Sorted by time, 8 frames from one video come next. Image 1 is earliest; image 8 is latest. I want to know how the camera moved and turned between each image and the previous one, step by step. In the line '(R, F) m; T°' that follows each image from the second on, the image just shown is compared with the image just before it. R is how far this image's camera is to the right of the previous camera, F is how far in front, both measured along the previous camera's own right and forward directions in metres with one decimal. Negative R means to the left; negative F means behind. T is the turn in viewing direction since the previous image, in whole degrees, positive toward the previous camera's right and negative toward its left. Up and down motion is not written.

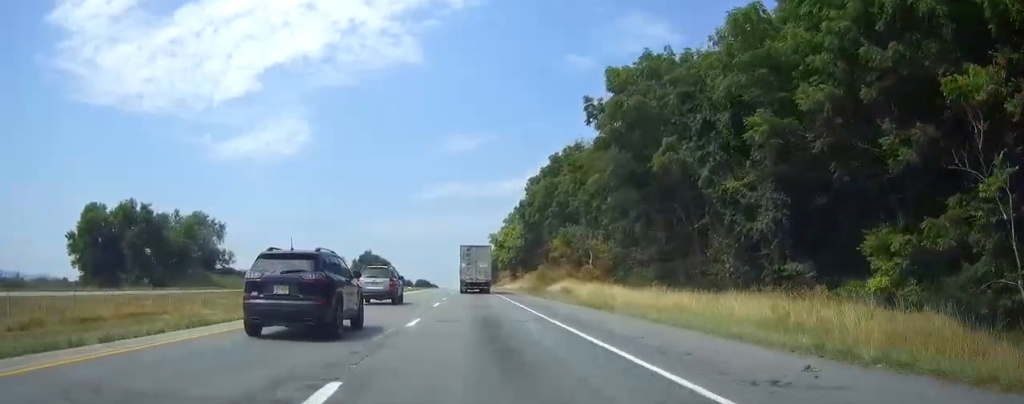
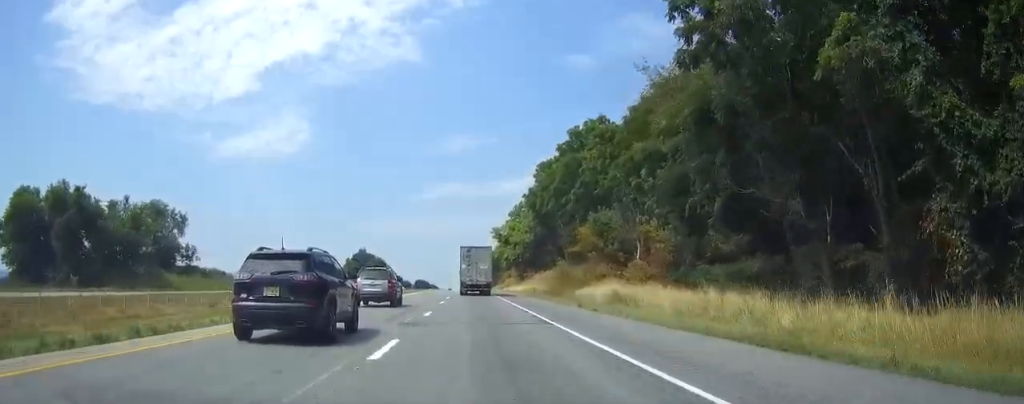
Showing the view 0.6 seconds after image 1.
(0.0, +18.8) m; 0°
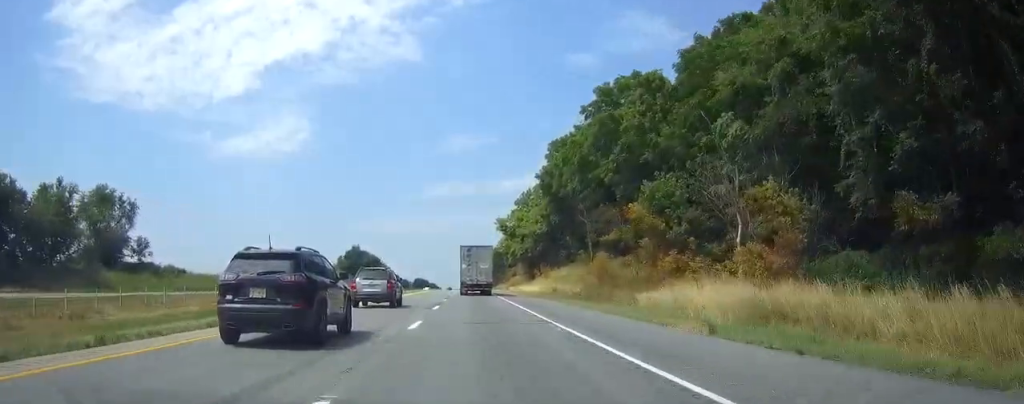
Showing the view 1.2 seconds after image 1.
(0.0, +18.8) m; 0°
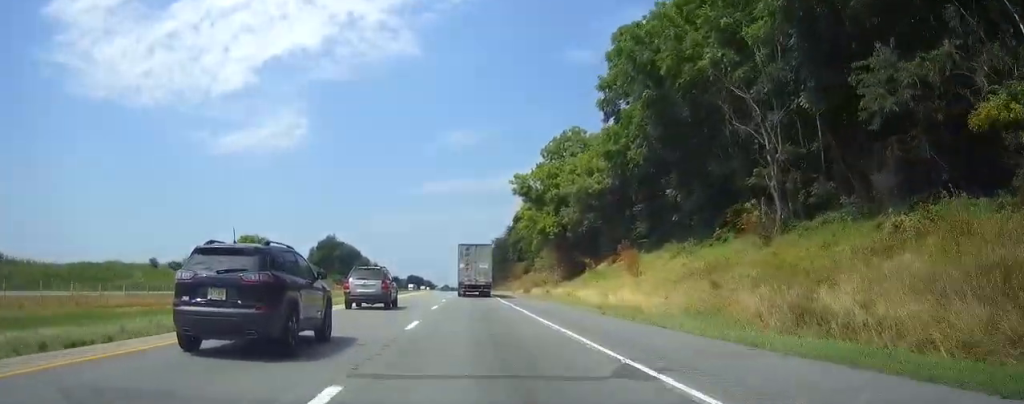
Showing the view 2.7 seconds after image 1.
(-0.1, +47.7) m; 0°
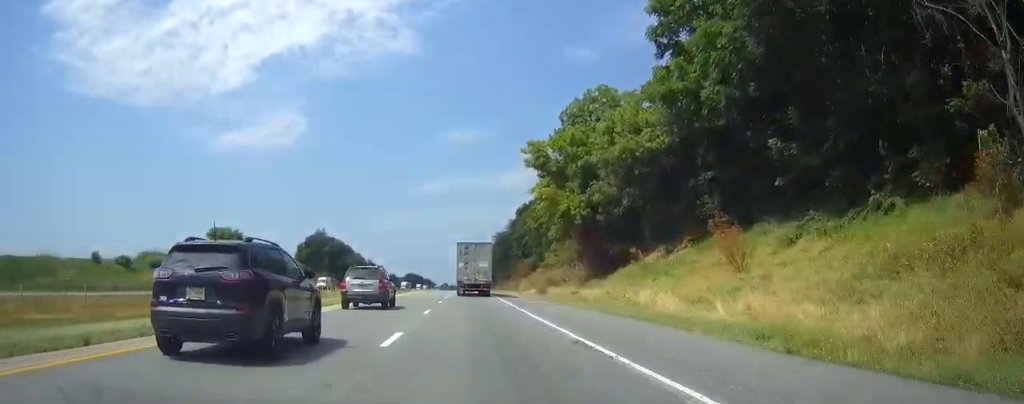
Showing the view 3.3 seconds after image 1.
(+0.1, +16.5) m; 0°
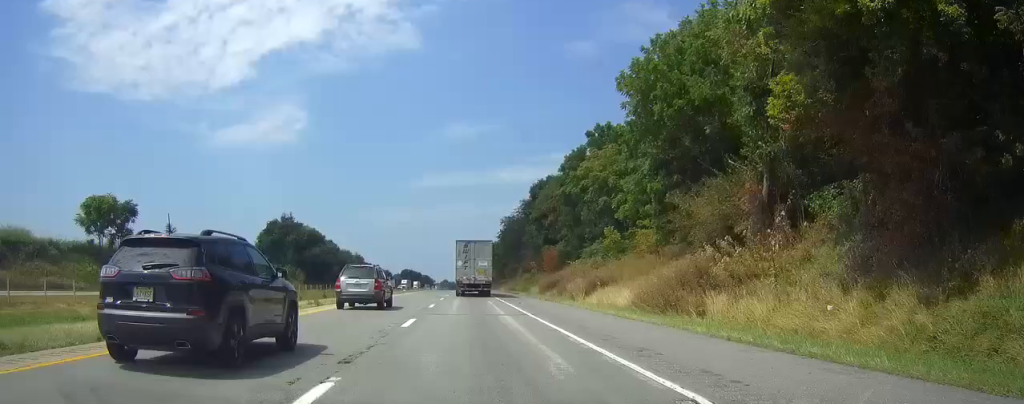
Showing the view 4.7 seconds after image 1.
(-0.1, +43.2) m; 0°
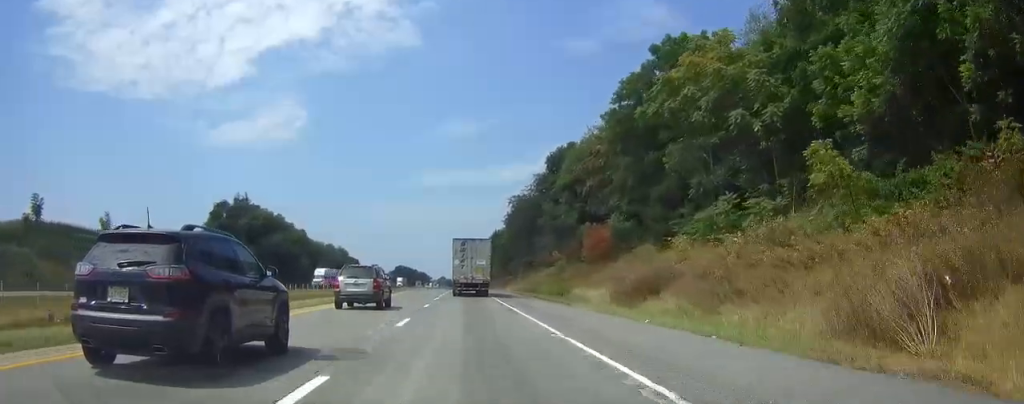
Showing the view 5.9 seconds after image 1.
(0.0, +36.9) m; 0°
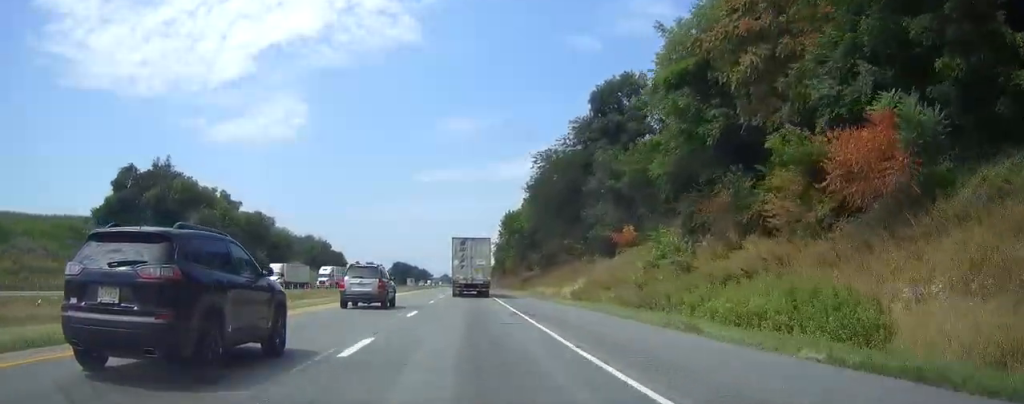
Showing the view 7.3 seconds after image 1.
(+0.1, +42.8) m; 0°
